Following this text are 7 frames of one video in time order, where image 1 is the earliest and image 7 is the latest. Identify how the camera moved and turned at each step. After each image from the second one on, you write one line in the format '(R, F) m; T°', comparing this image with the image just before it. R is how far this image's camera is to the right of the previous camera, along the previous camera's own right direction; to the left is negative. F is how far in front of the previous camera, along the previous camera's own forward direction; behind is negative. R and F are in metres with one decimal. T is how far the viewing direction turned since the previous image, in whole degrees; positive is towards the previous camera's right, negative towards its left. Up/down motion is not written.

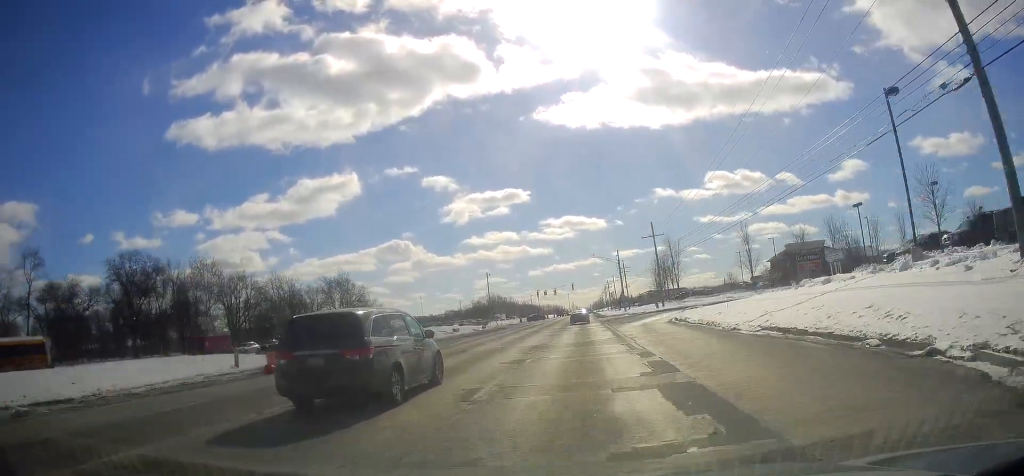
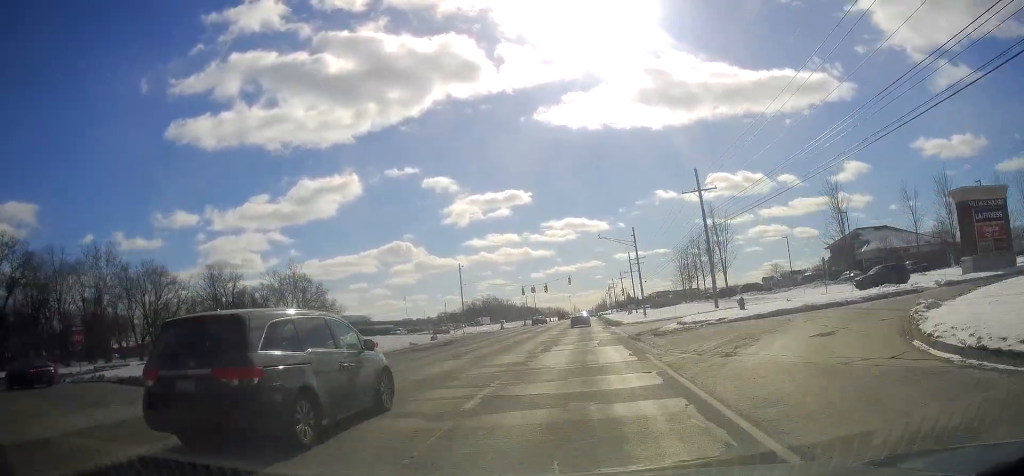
(-0.8, +31.3) m; -1°
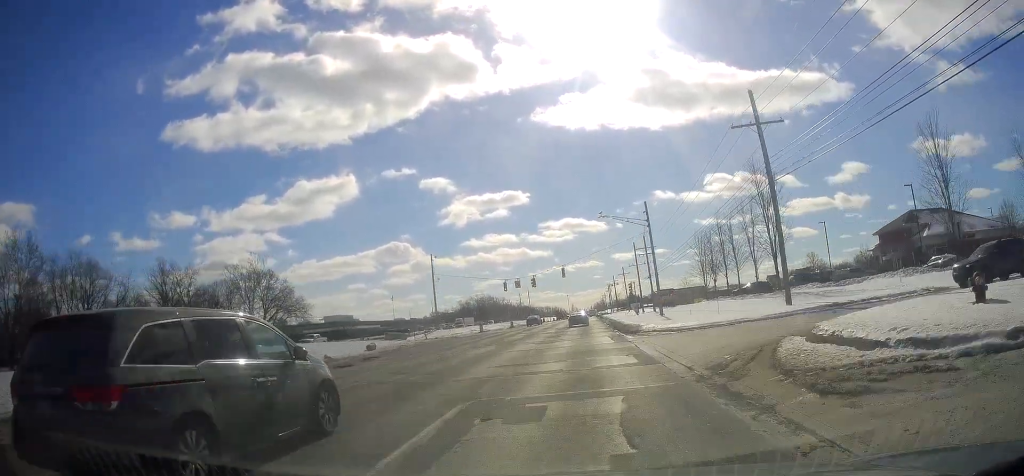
(0.0, +17.7) m; +1°
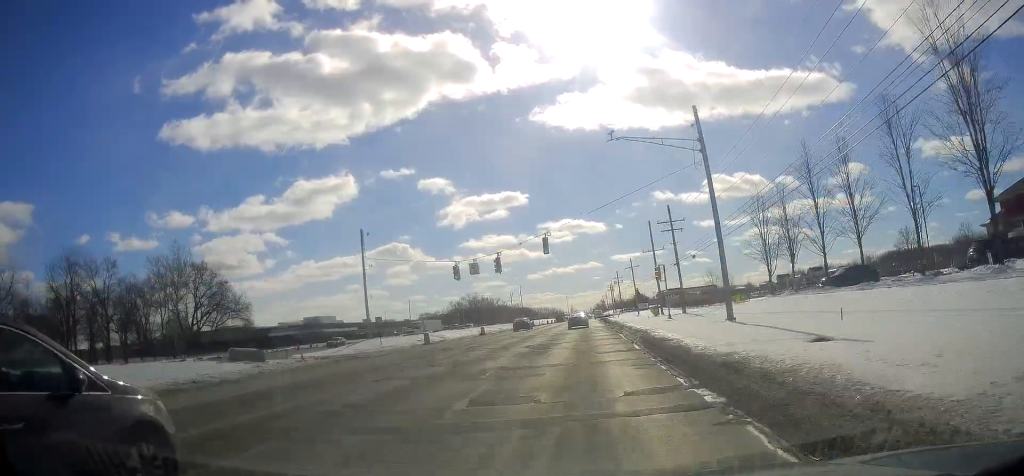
(+0.7, +27.3) m; +1°
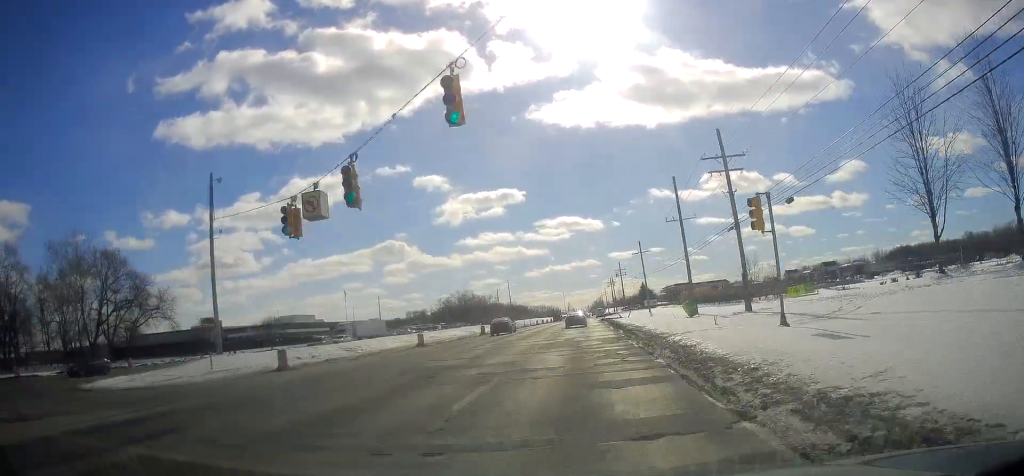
(-0.2, +25.8) m; 0°
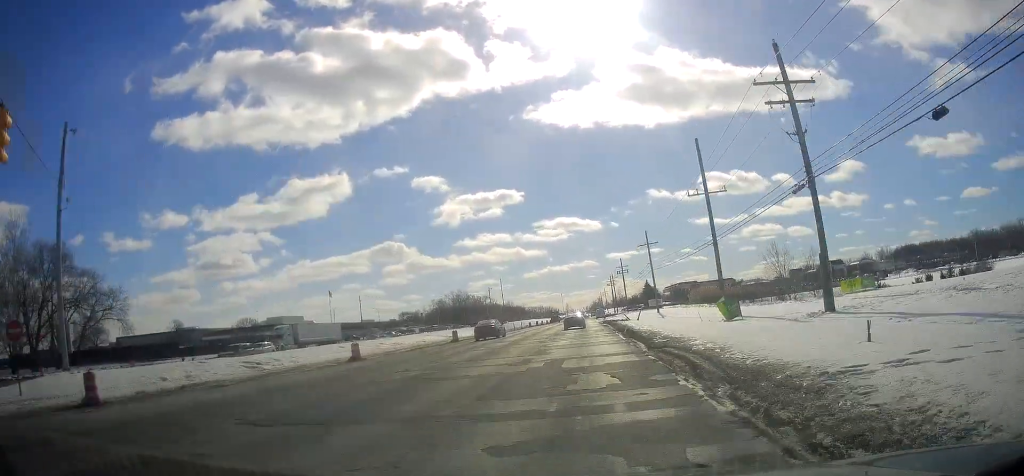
(+0.1, +12.9) m; 0°
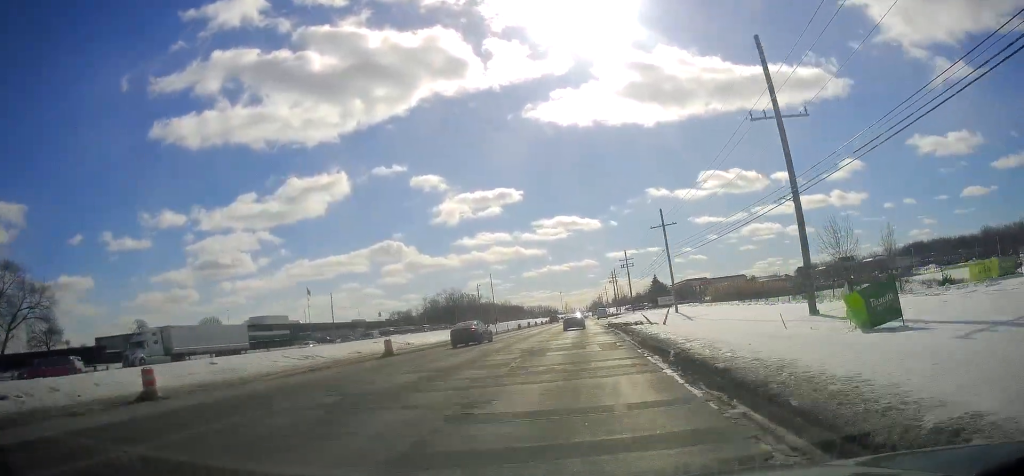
(+0.1, +17.2) m; 0°
